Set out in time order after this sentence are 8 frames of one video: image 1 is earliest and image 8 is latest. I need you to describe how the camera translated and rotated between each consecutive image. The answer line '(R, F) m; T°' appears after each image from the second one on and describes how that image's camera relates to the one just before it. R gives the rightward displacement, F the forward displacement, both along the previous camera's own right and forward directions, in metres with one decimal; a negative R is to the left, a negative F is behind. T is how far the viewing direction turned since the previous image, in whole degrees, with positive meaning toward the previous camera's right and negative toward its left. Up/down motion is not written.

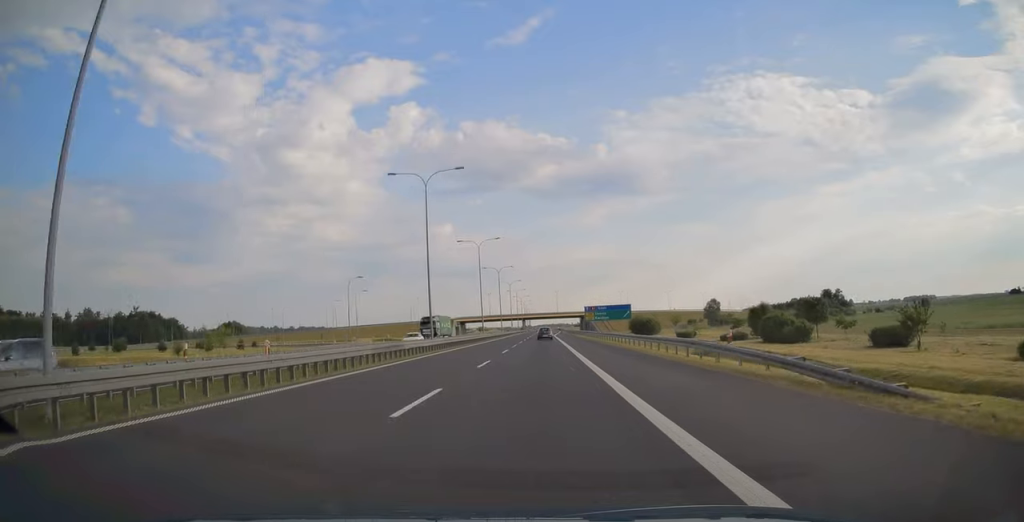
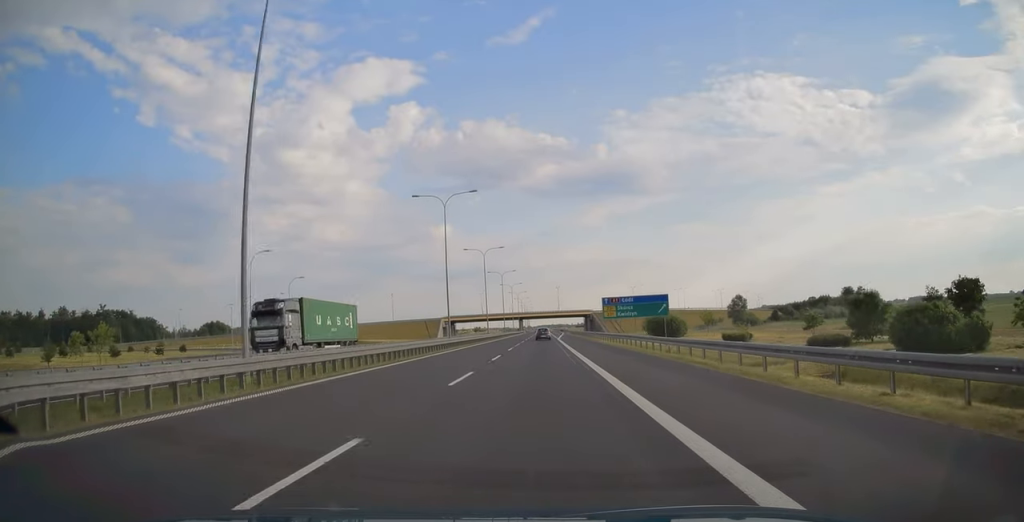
(-0.1, +30.2) m; 0°
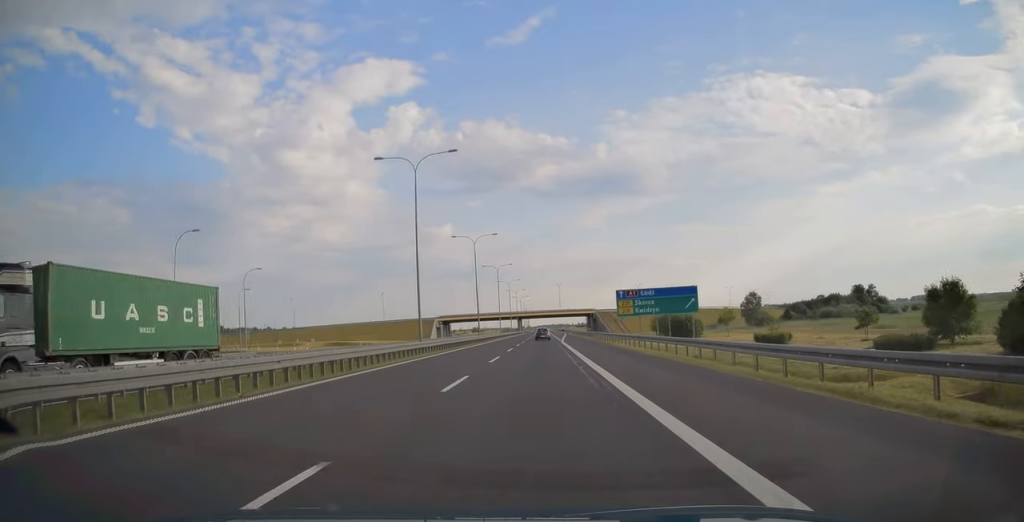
(0.0, +13.2) m; 0°
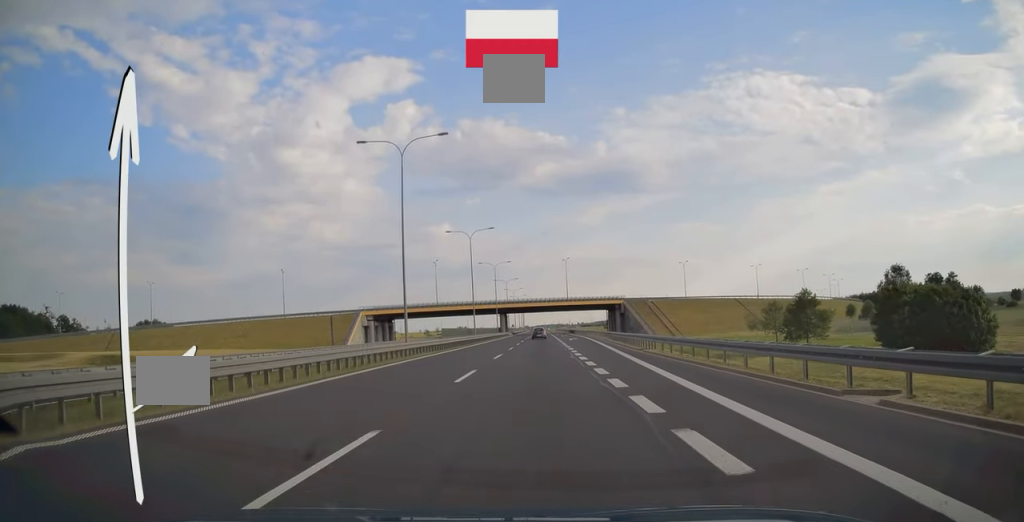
(+0.1, +81.2) m; 0°
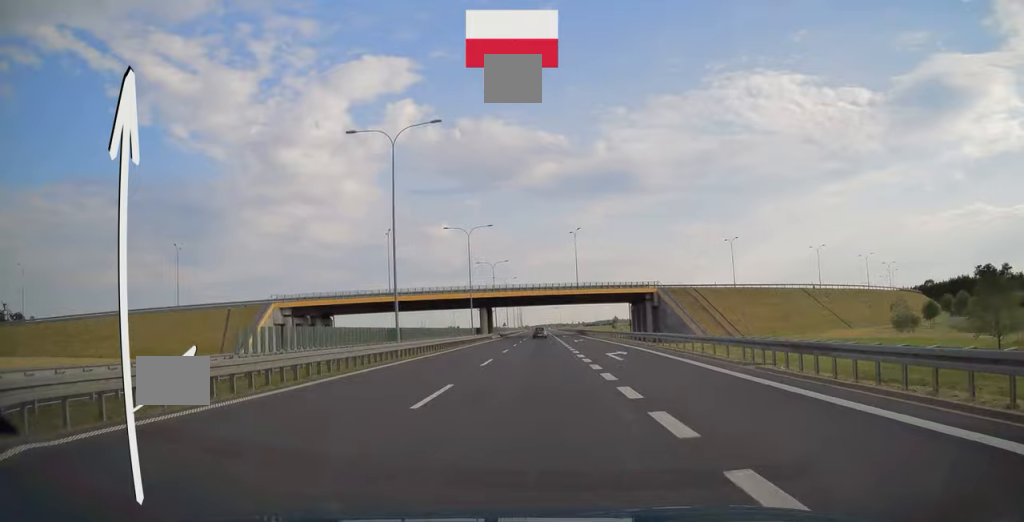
(0.0, +40.9) m; 0°
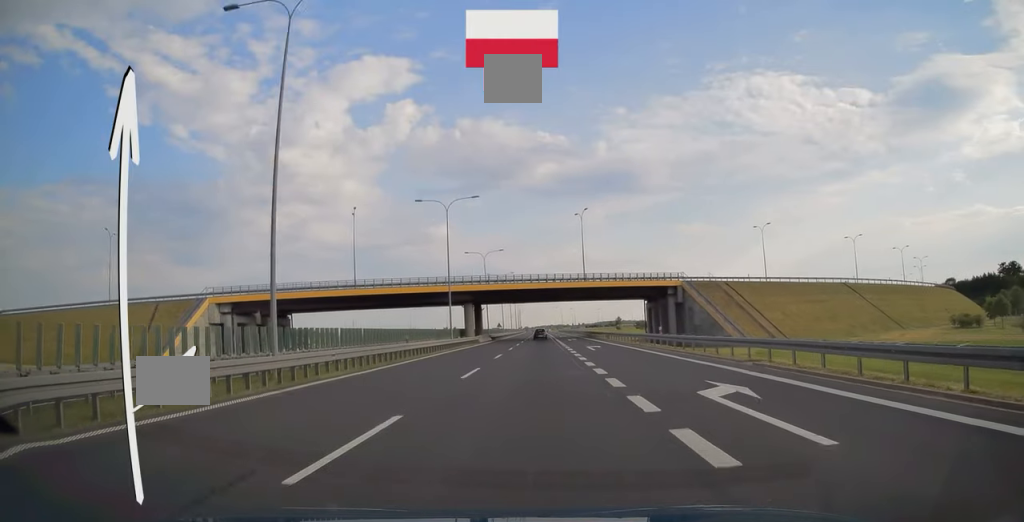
(-0.1, +17.1) m; 0°
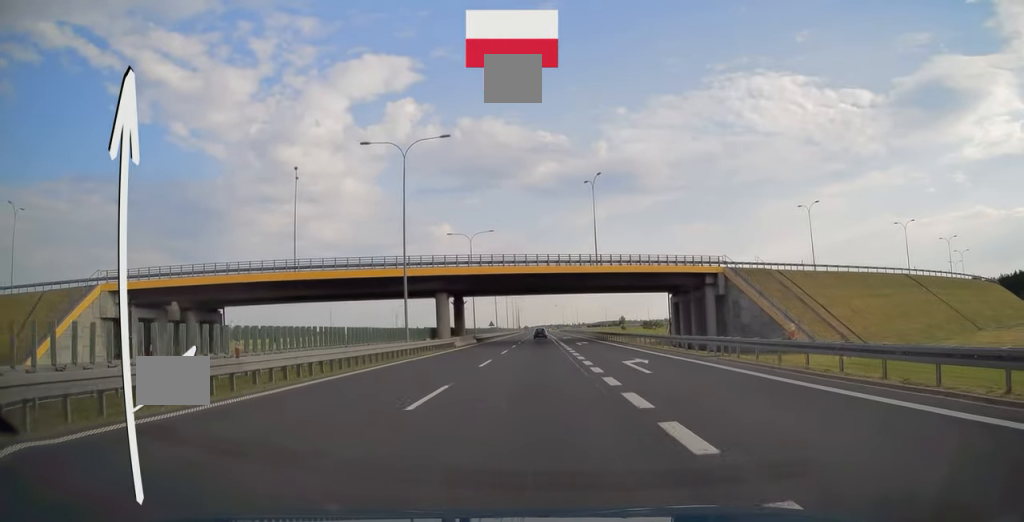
(0.0, +18.8) m; 0°
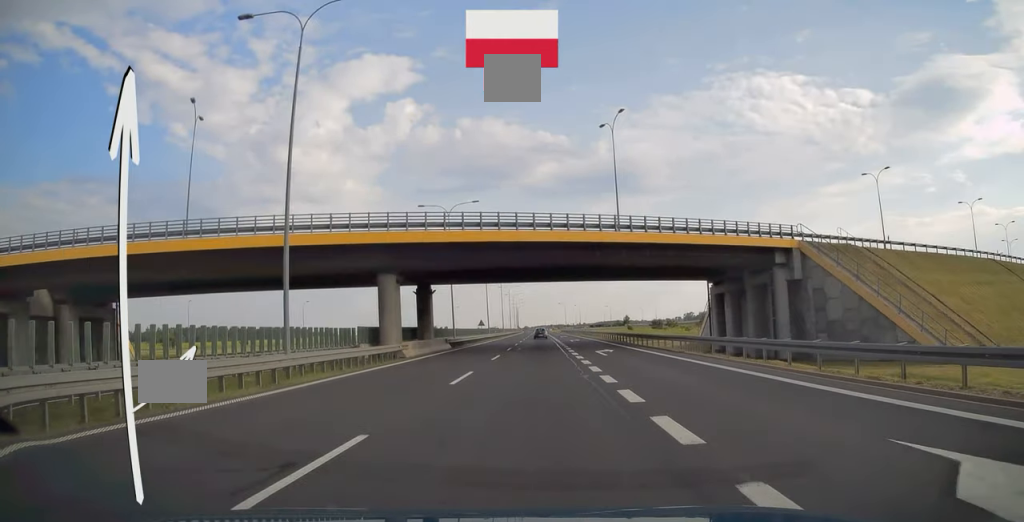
(0.0, +18.8) m; 0°
